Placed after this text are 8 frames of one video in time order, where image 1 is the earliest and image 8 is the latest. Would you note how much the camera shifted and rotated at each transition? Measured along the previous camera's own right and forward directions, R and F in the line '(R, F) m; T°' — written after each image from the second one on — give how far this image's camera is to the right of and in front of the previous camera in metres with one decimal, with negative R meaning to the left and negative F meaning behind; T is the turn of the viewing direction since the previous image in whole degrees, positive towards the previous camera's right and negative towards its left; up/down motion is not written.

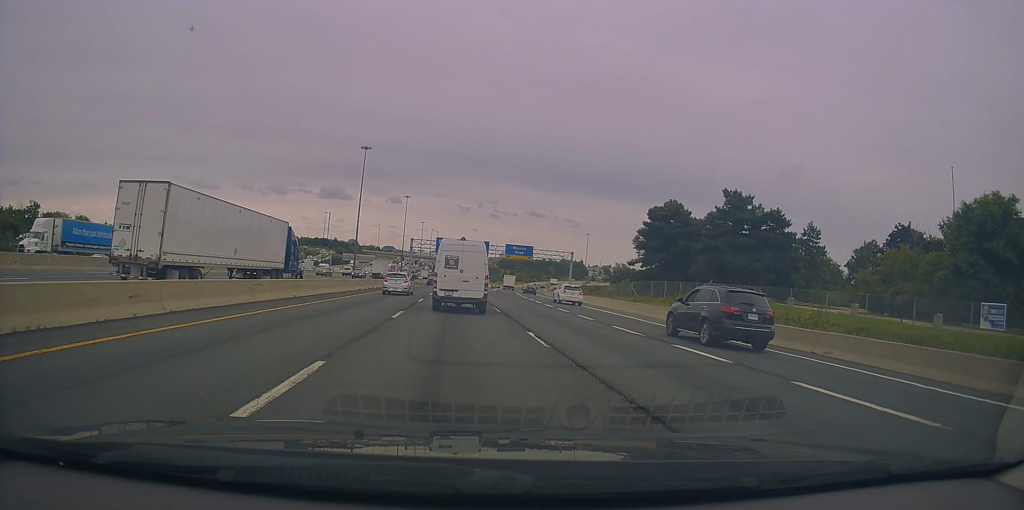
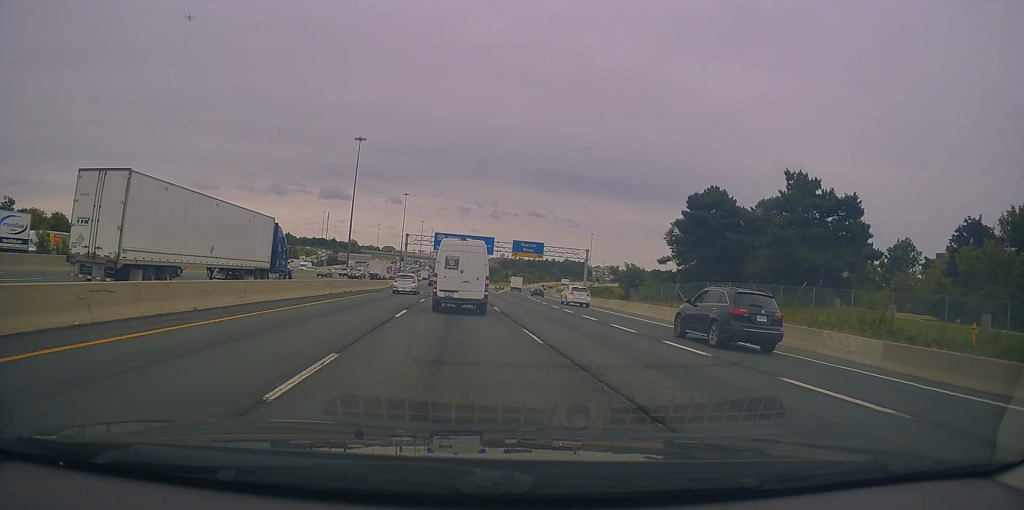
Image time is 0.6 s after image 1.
(-0.1, +11.1) m; 0°
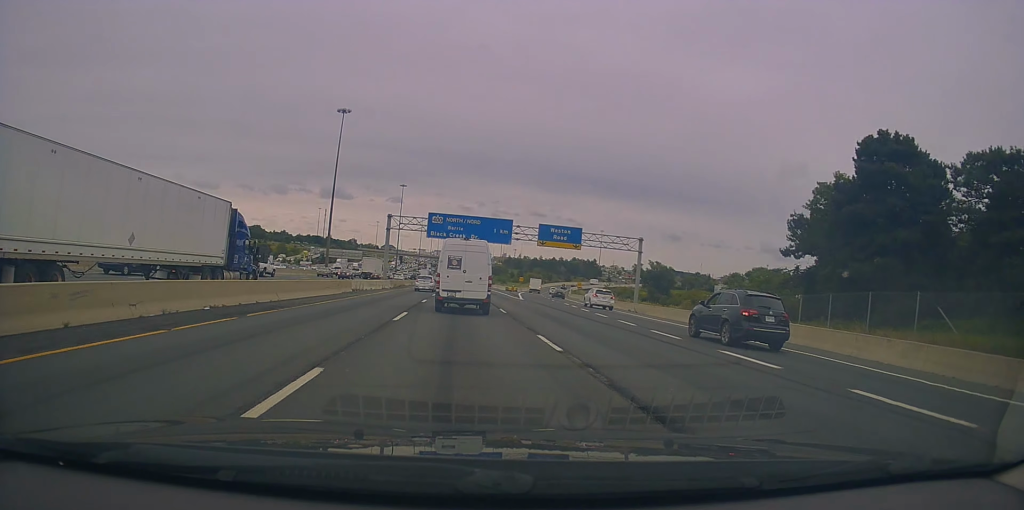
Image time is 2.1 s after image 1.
(+0.7, +25.3) m; +2°
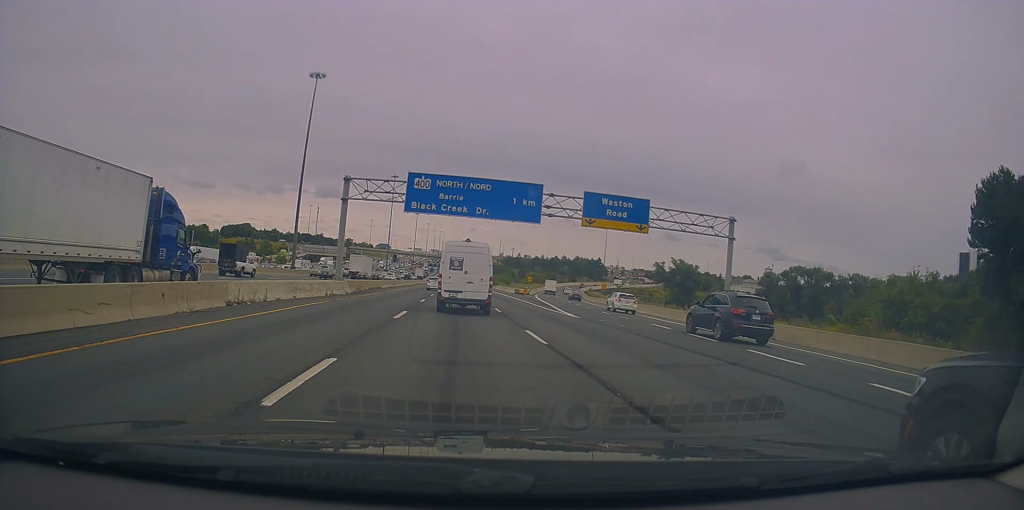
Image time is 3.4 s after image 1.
(-0.5, +23.0) m; -2°
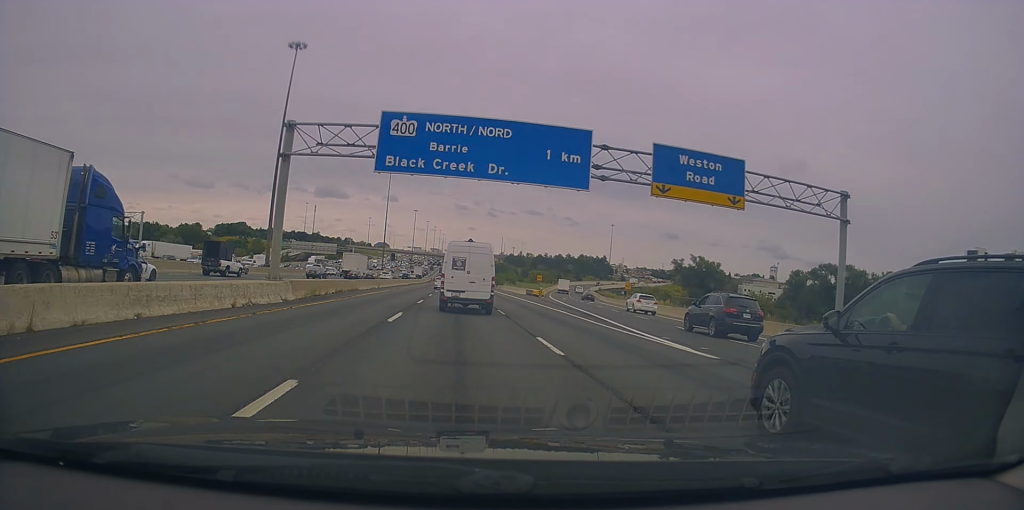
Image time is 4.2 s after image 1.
(+0.1, +14.0) m; 0°
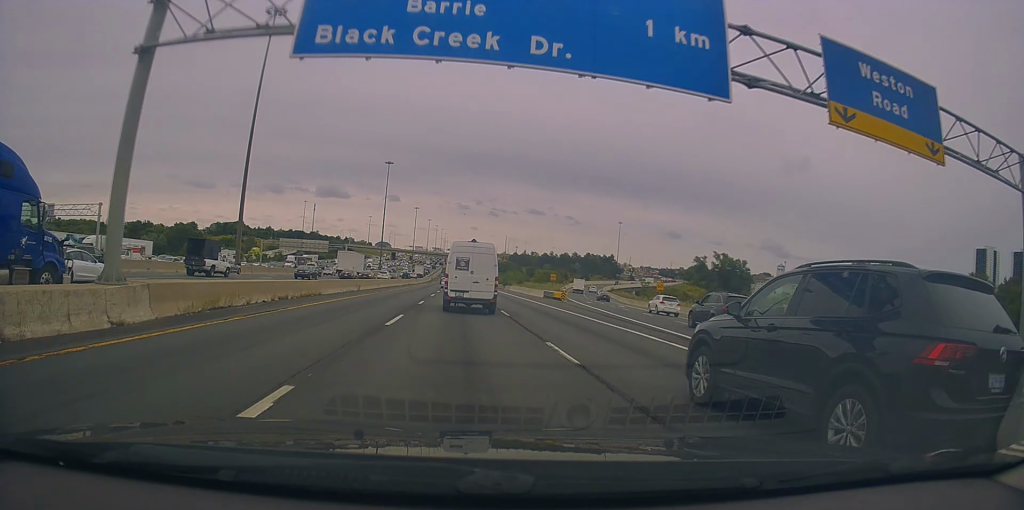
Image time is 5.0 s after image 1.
(0.0, +13.0) m; -1°
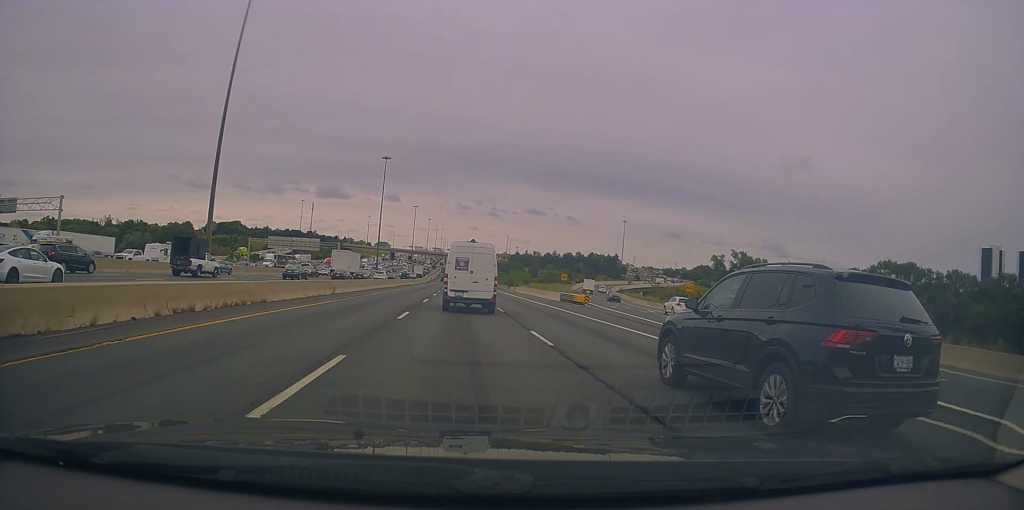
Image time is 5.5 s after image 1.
(0.0, +9.6) m; -1°
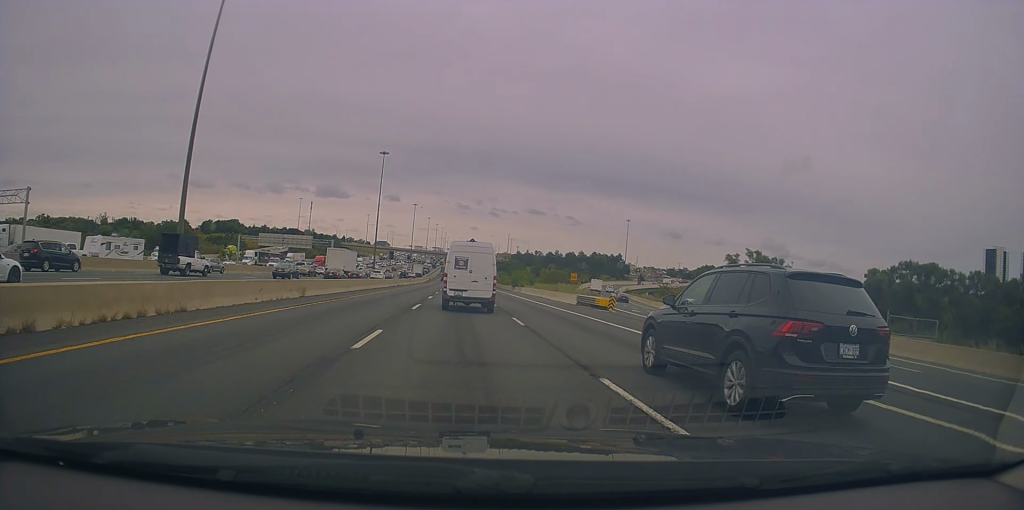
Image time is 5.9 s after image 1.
(-0.1, +7.3) m; 0°
